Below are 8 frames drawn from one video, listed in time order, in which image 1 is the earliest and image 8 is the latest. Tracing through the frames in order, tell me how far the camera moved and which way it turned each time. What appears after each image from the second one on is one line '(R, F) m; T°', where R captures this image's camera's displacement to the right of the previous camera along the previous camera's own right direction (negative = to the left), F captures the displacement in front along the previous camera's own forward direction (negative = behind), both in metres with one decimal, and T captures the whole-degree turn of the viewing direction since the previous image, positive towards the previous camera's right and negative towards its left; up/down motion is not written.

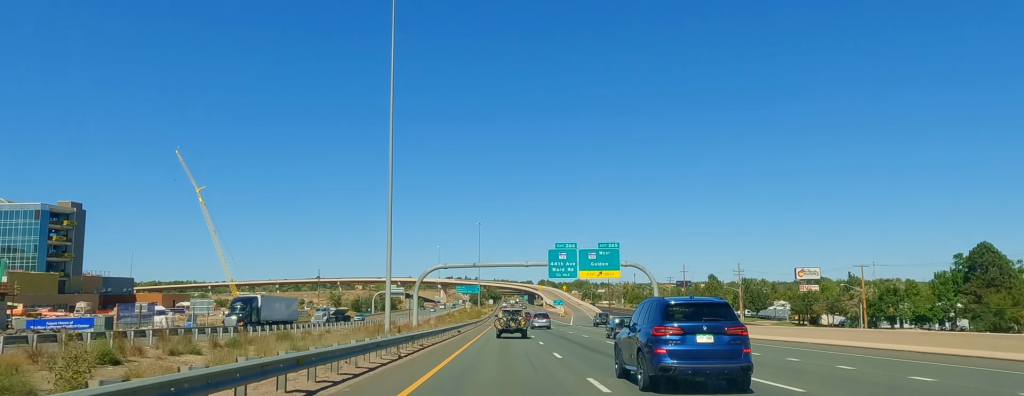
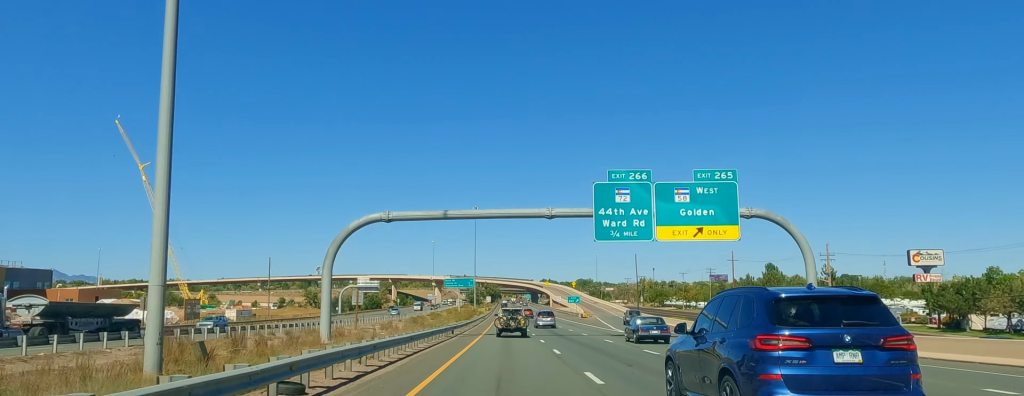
(+0.2, +46.6) m; 0°
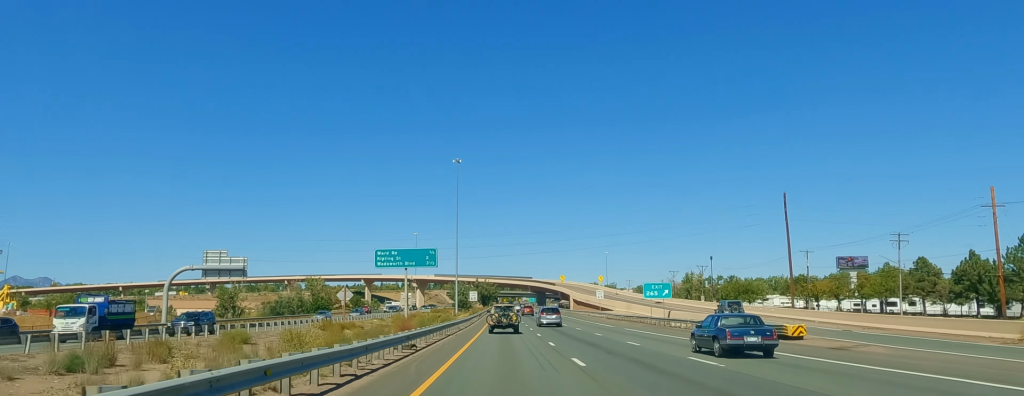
(+1.0, +92.8) m; +1°
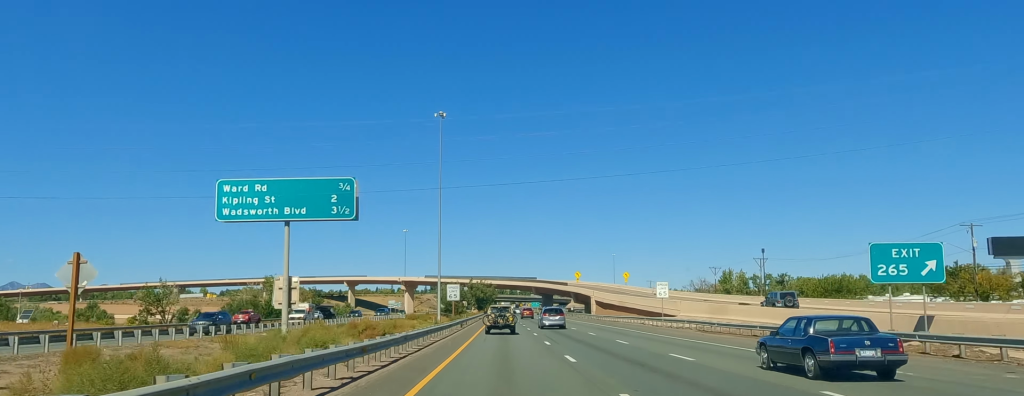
(0.0, +46.1) m; 0°
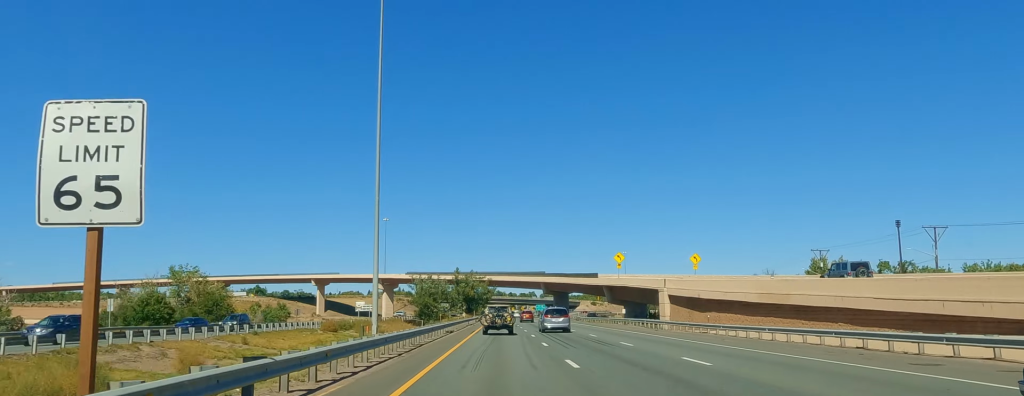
(0.0, +63.1) m; -1°
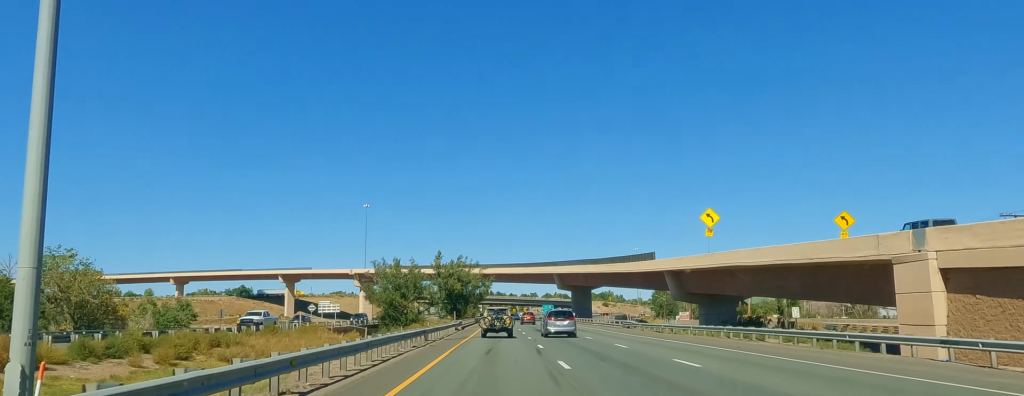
(-0.2, +47.9) m; 0°
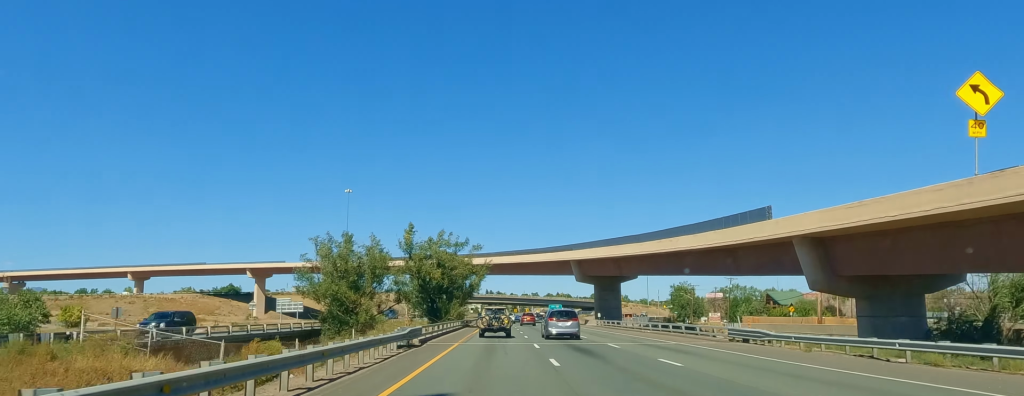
(-0.6, +35.0) m; 0°
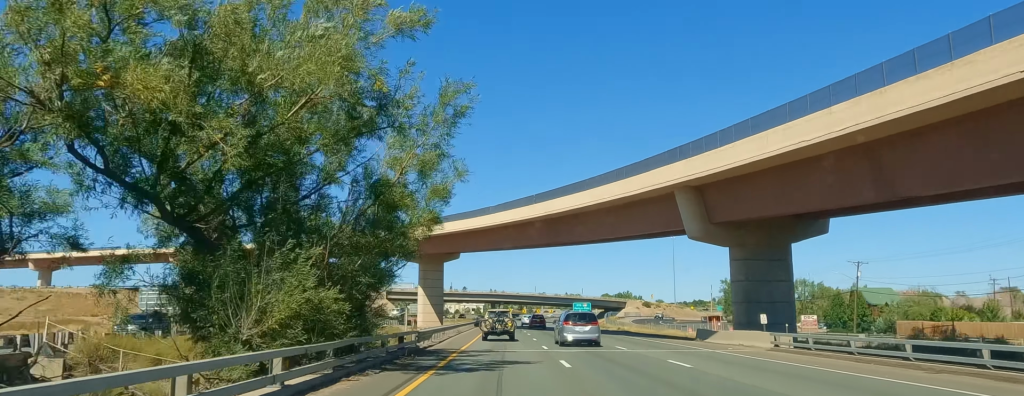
(+0.9, +60.4) m; 0°
